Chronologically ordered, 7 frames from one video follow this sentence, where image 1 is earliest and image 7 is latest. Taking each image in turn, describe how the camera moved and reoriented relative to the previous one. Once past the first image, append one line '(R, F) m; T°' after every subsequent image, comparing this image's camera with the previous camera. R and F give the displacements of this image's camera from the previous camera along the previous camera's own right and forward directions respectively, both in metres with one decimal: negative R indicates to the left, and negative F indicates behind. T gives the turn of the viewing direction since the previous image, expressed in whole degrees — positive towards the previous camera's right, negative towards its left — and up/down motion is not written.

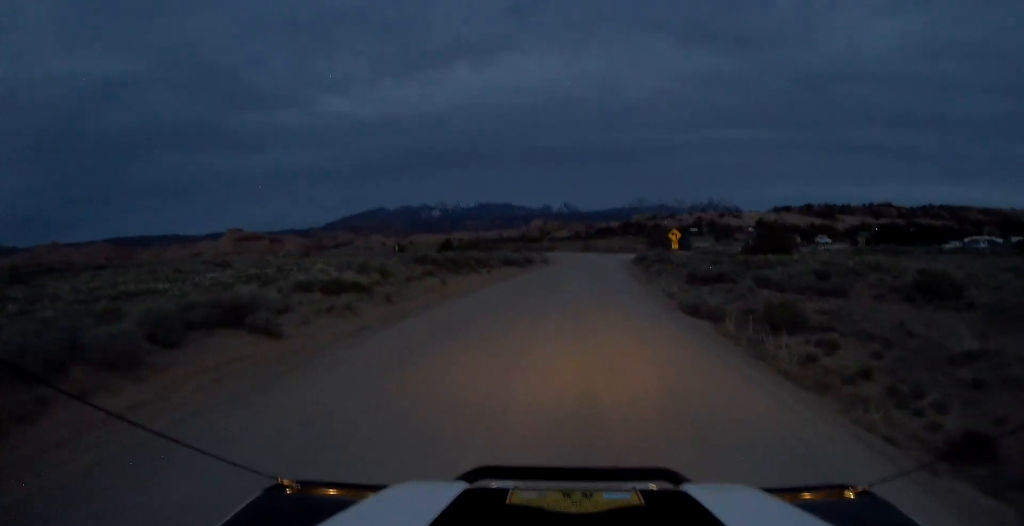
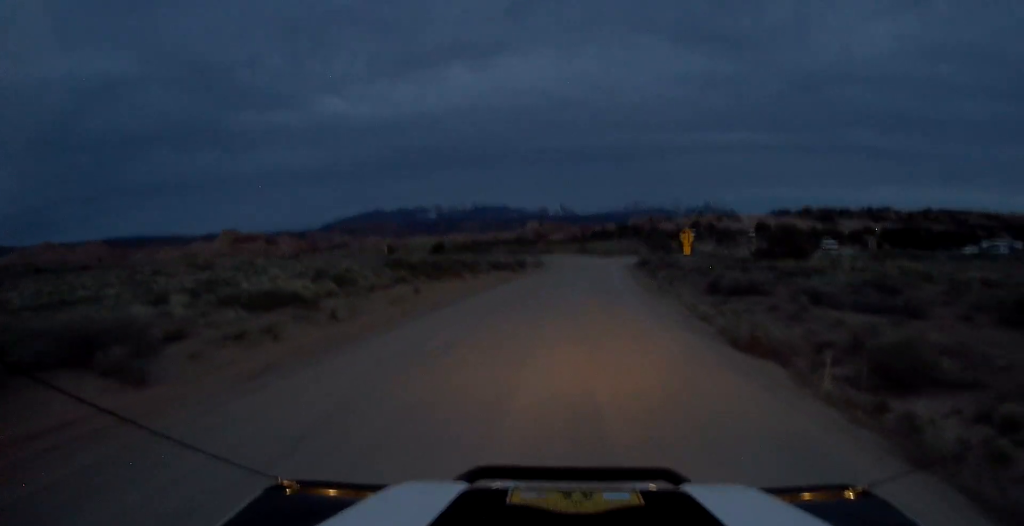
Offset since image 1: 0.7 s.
(0.0, +6.2) m; 0°
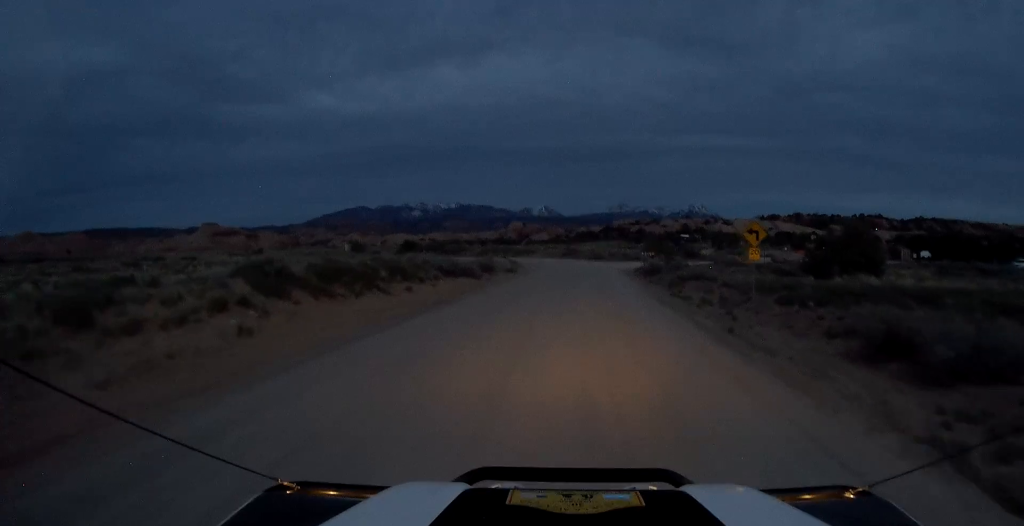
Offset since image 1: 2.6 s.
(+0.5, +17.0) m; +2°
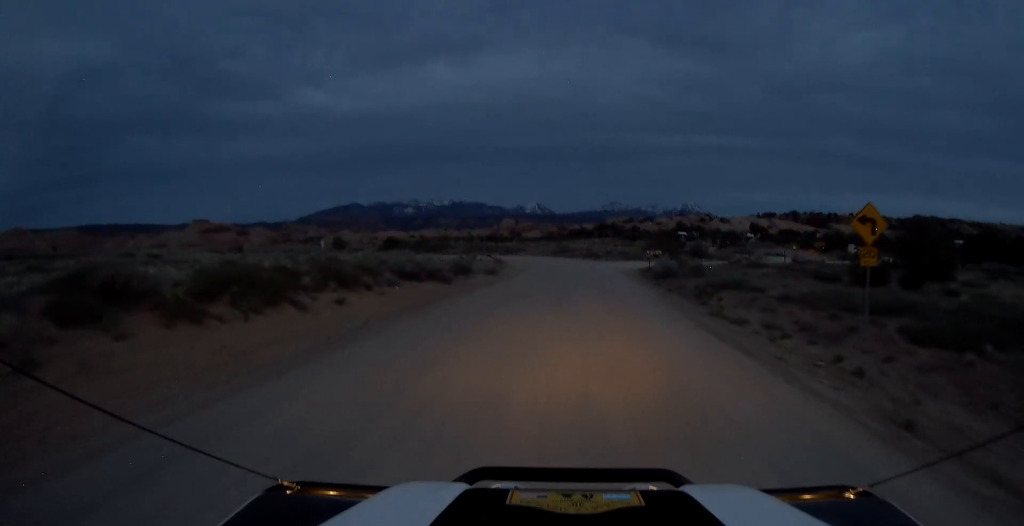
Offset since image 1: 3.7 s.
(-0.3, +9.9) m; -1°
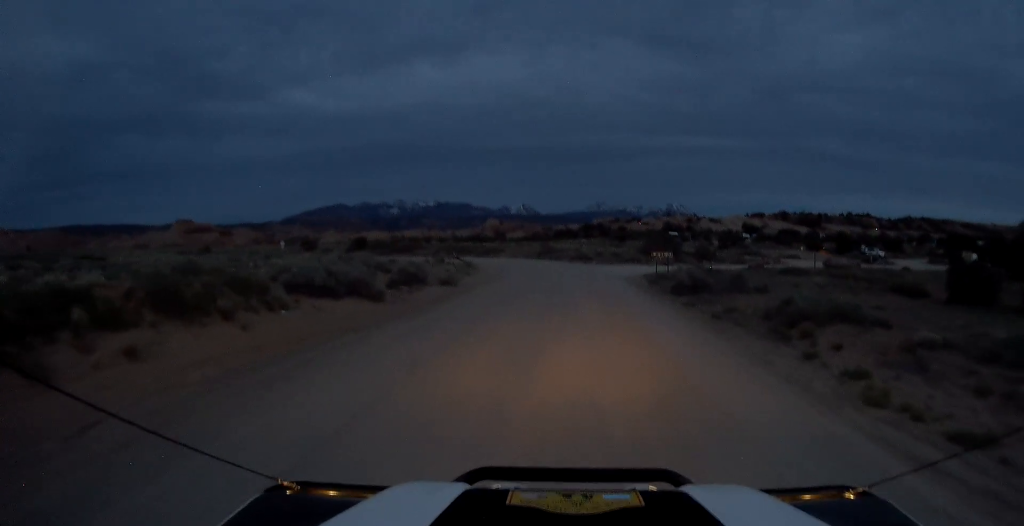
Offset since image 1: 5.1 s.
(+0.5, +12.4) m; +3°
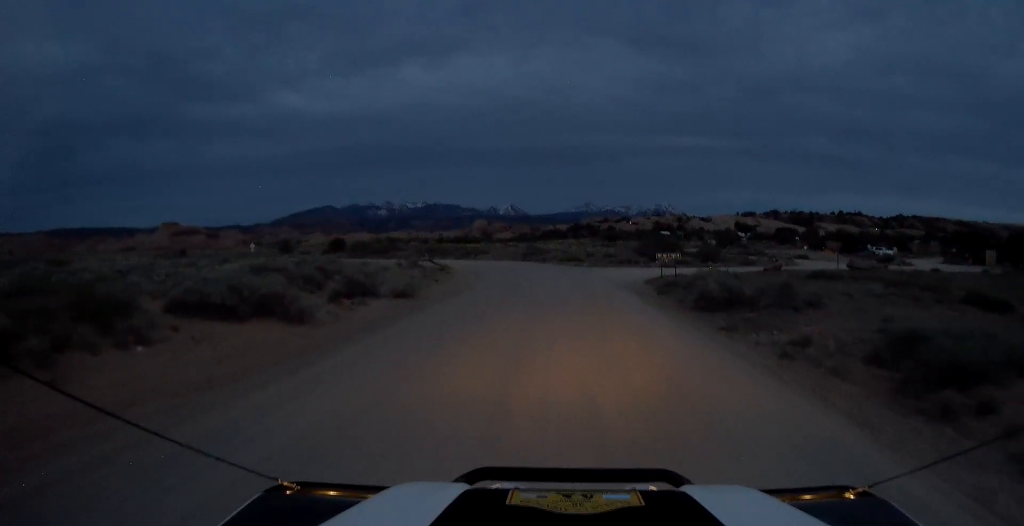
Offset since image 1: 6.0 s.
(+0.1, +7.1) m; -1°
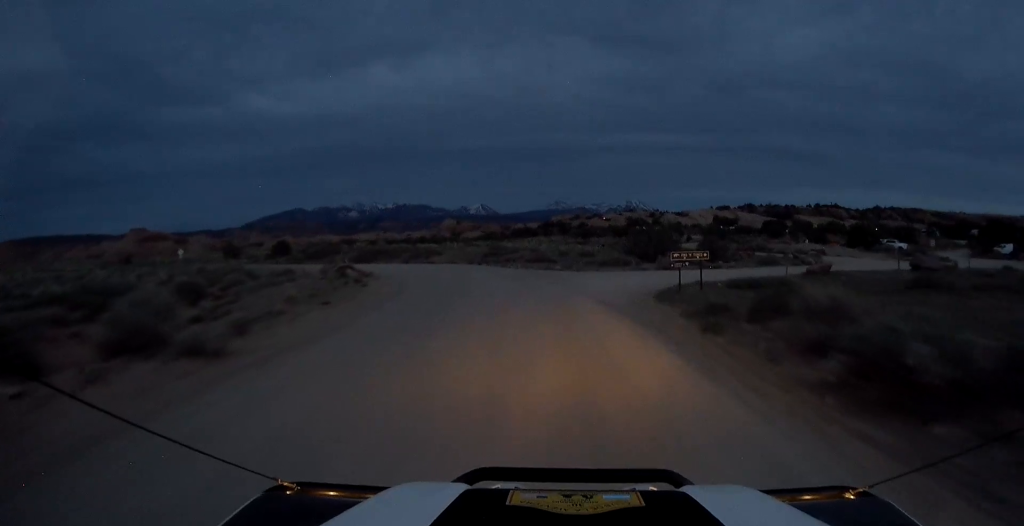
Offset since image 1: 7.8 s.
(-0.1, +14.0) m; +2°
